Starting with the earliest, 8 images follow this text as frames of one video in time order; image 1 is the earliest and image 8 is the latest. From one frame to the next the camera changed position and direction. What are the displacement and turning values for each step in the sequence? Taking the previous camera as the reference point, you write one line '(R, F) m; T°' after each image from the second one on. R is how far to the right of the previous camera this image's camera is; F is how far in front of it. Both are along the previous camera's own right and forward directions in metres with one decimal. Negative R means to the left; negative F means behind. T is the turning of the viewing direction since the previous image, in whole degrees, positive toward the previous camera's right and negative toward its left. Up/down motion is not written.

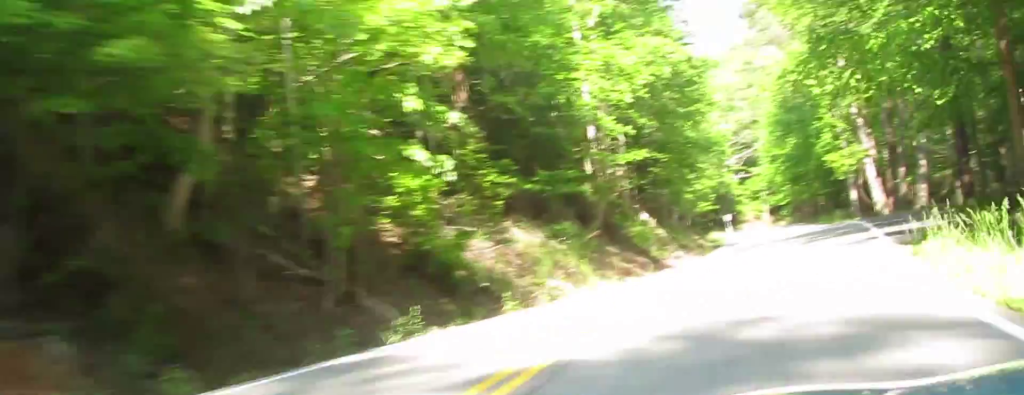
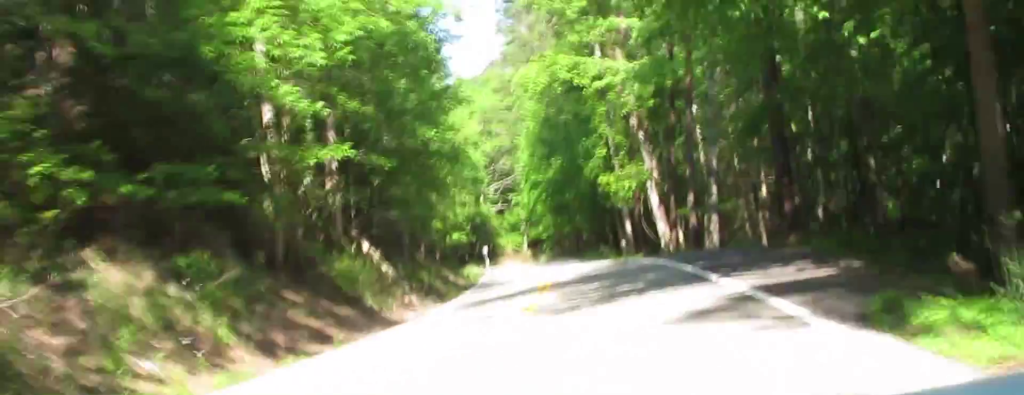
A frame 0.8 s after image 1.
(+2.1, +12.3) m; +16°
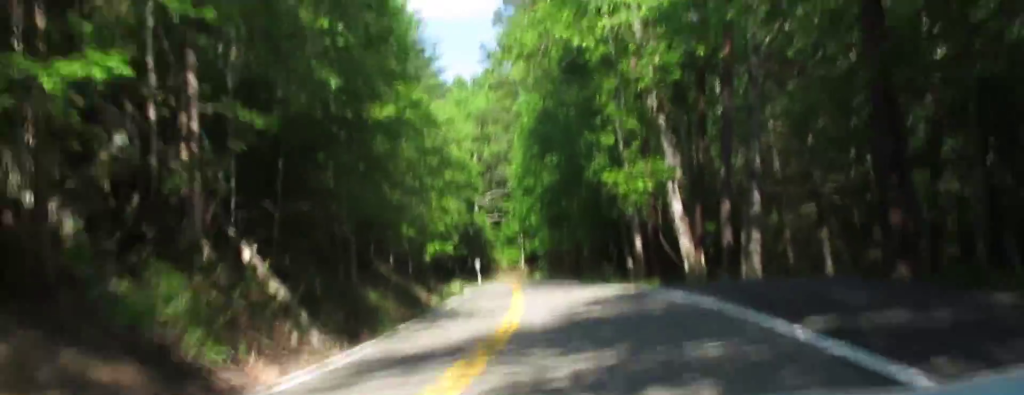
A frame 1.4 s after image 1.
(+1.0, +12.7) m; +9°
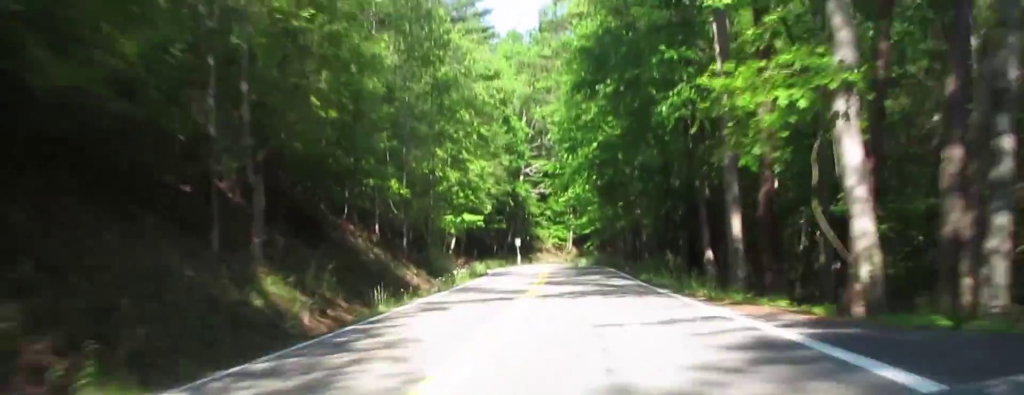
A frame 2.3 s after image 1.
(+1.5, +24.7) m; -3°
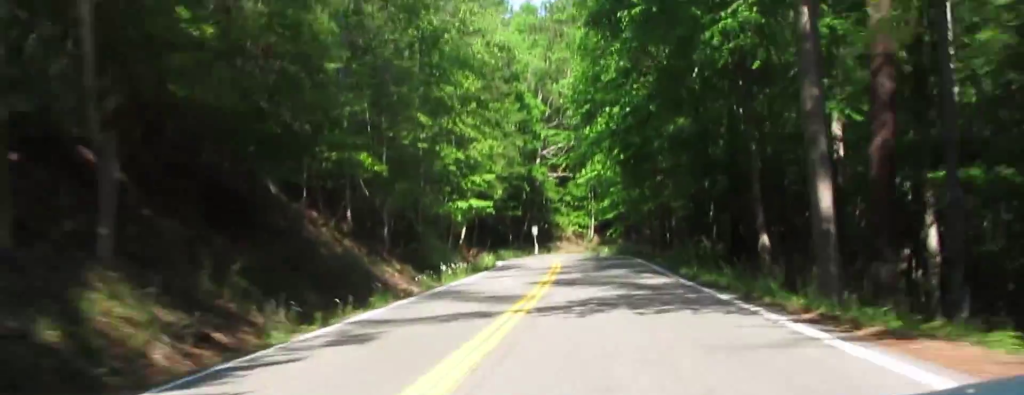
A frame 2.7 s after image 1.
(-0.6, +12.3) m; -2°
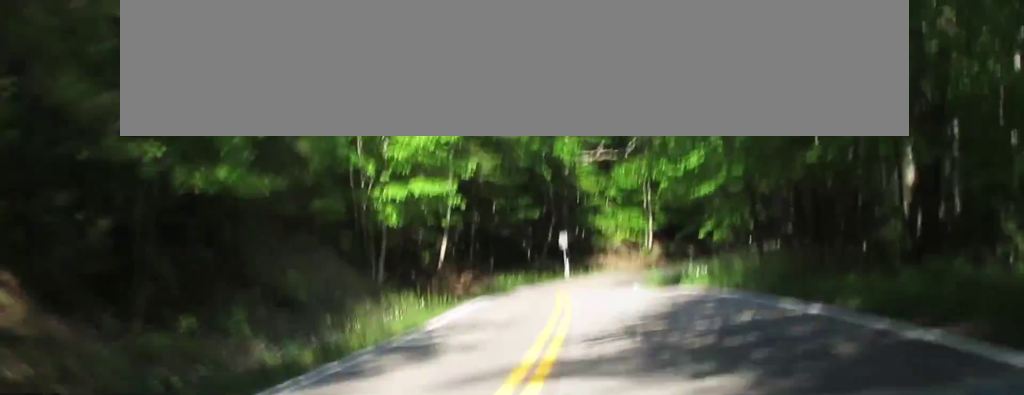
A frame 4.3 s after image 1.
(-4.8, +50.7) m; -3°
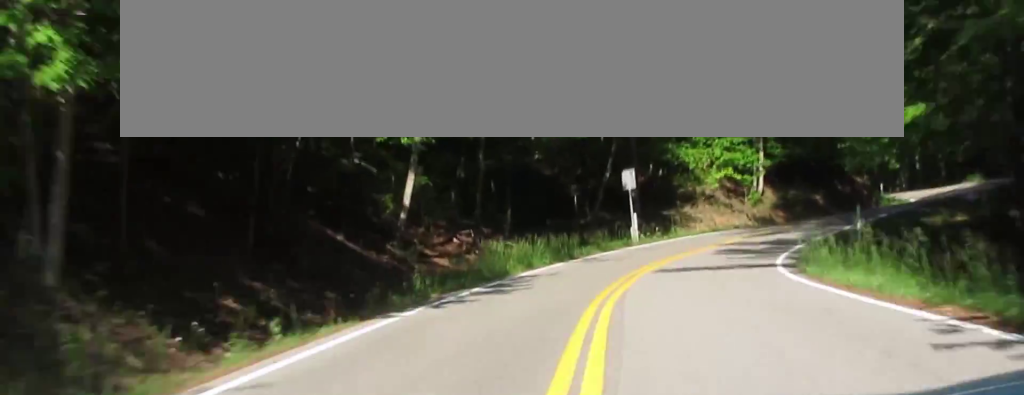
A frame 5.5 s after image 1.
(+2.2, +28.9) m; +6°
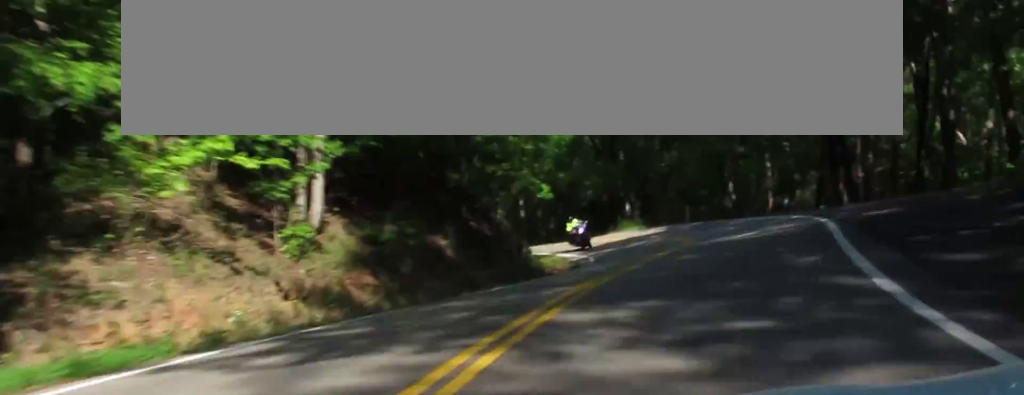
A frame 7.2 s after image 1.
(-0.3, +35.6) m; -2°
